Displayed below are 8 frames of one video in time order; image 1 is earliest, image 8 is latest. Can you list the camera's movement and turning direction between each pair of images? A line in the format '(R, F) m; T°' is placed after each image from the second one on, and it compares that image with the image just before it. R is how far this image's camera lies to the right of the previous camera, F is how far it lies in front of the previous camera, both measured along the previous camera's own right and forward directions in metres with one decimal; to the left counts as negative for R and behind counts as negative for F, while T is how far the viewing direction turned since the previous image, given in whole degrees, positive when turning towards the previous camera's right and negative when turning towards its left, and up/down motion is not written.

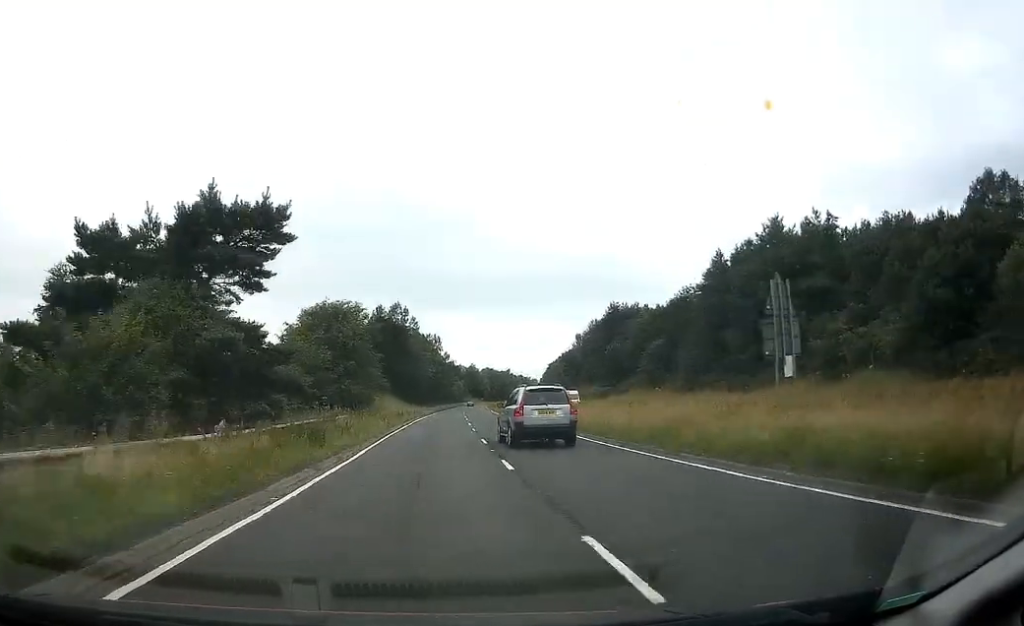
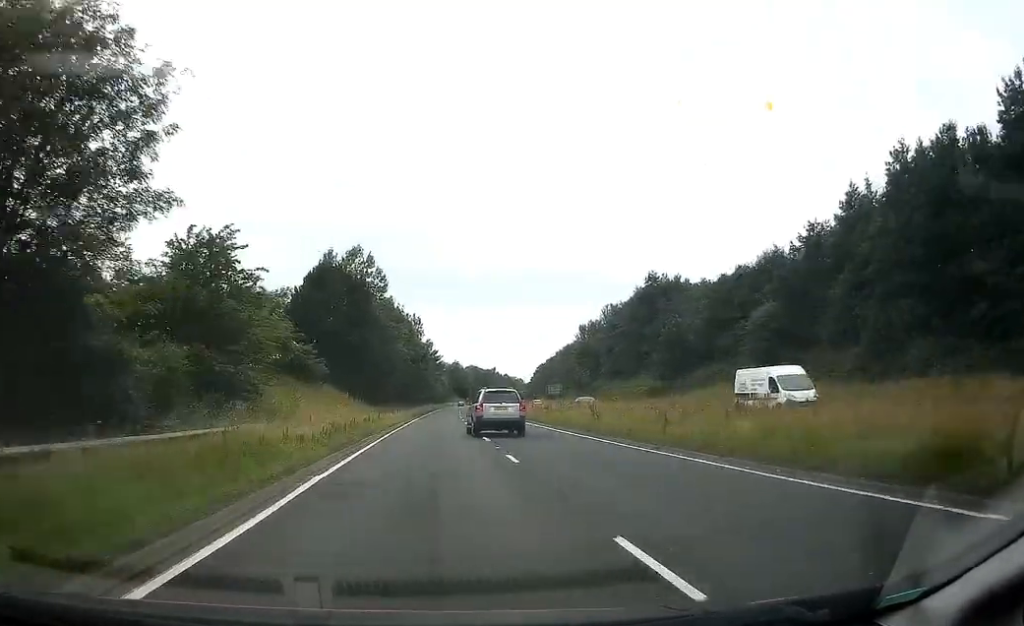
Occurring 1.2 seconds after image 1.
(+0.5, +35.8) m; +1°
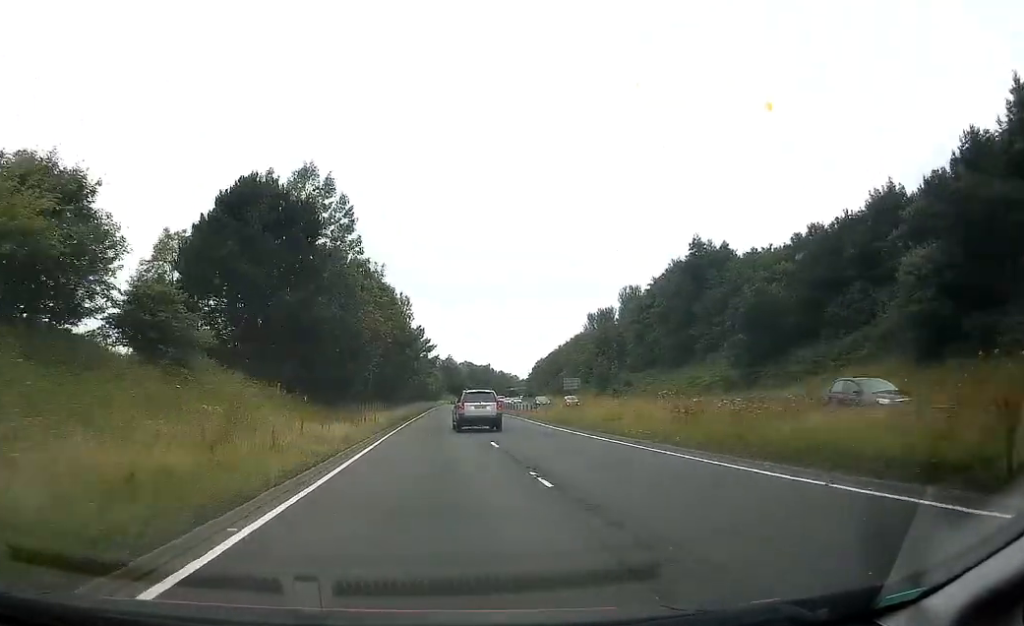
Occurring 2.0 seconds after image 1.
(-0.1, +22.6) m; +1°
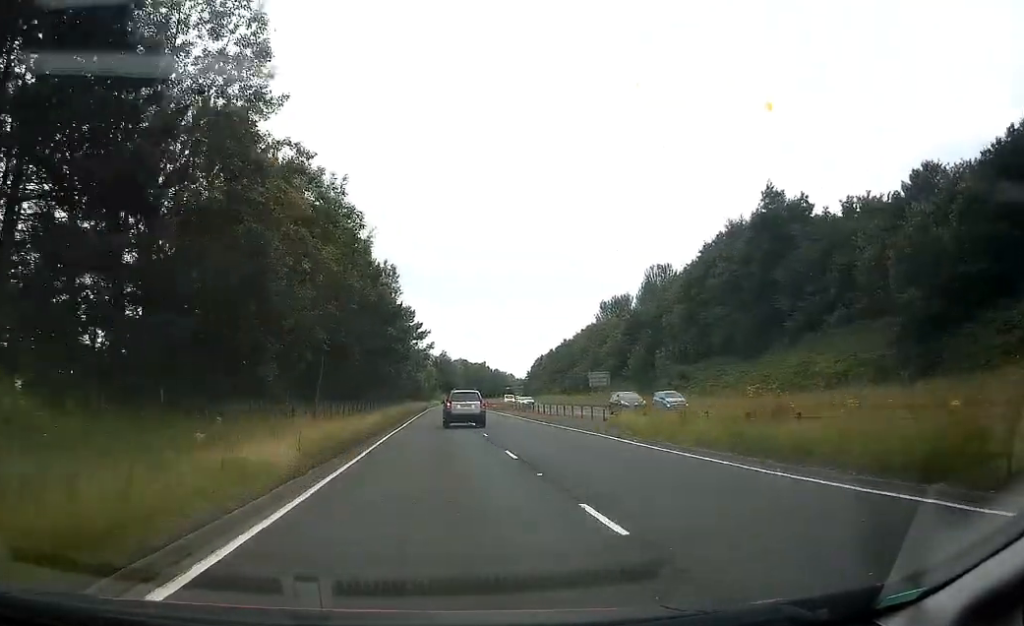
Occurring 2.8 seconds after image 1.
(+0.3, +22.3) m; +1°
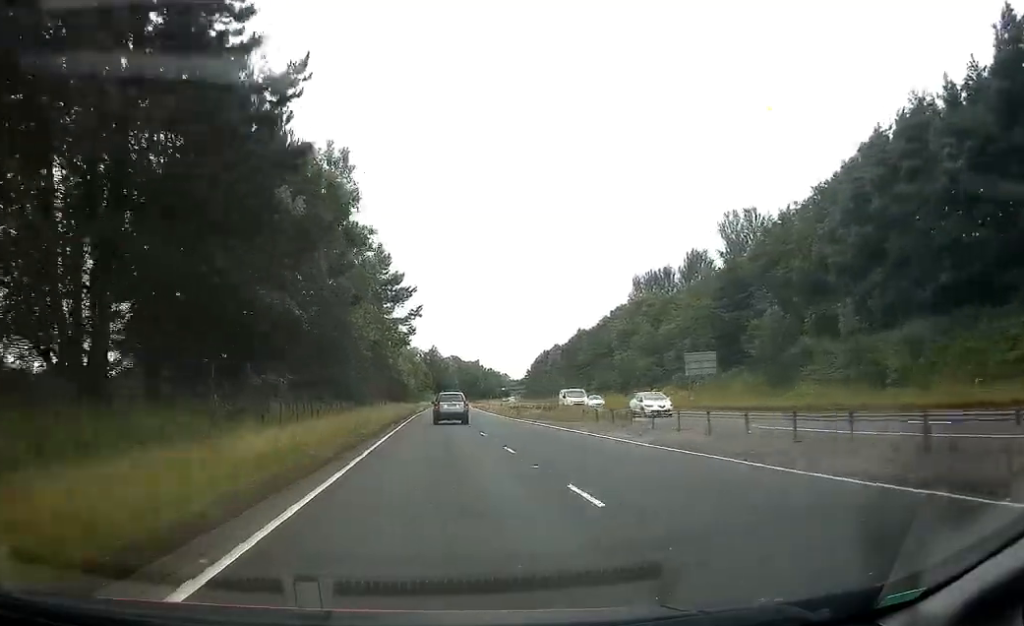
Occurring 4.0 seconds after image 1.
(+0.1, +35.7) m; +1°
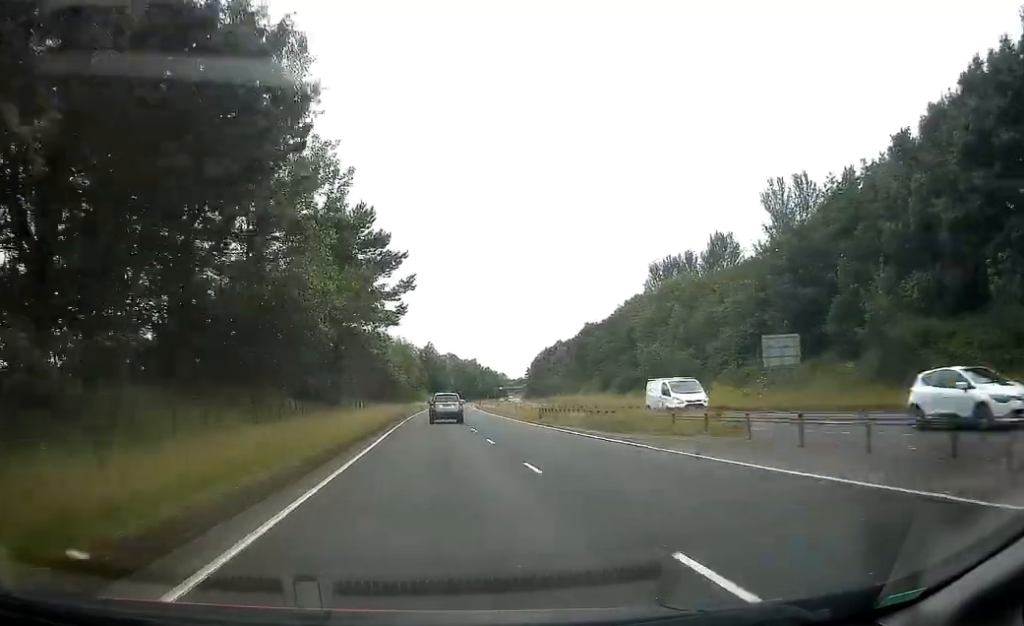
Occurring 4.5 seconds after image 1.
(+0.2, +13.6) m; 0°
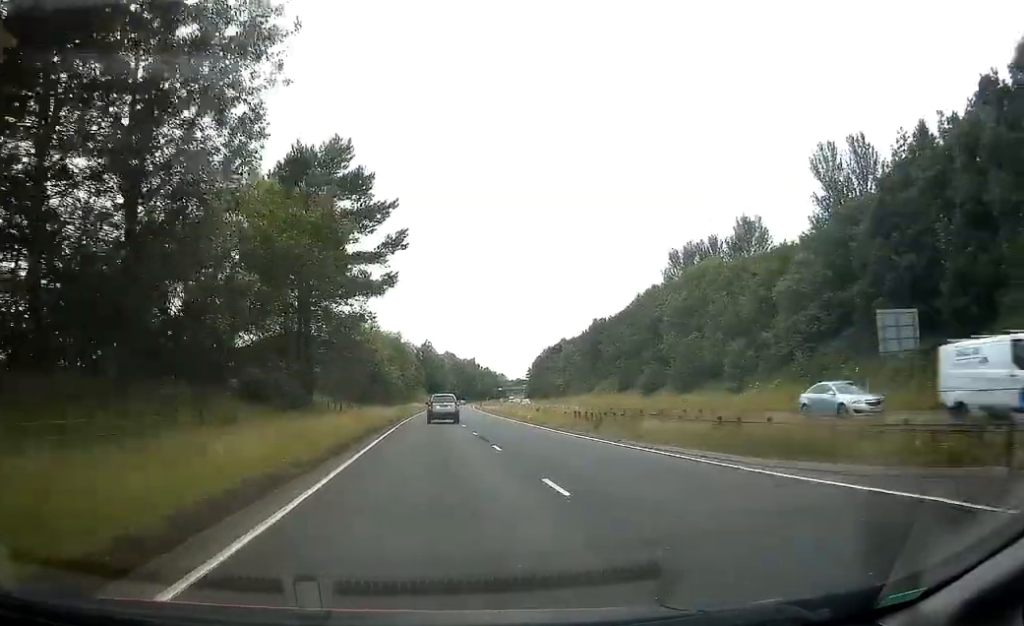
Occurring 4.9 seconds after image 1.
(+0.2, +11.7) m; 0°
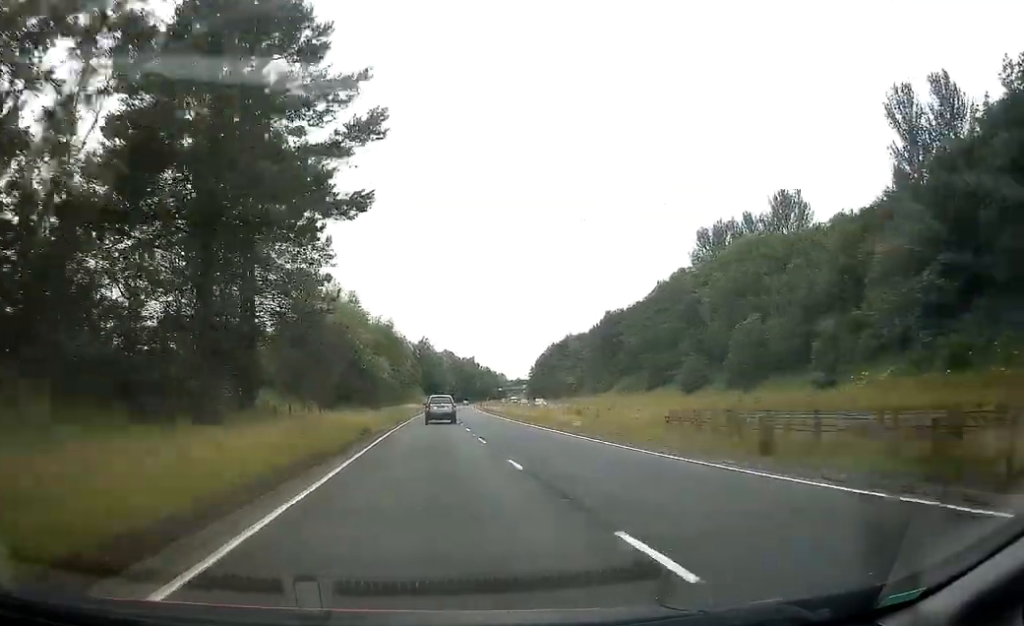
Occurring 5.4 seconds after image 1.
(-0.1, +13.6) m; 0°
